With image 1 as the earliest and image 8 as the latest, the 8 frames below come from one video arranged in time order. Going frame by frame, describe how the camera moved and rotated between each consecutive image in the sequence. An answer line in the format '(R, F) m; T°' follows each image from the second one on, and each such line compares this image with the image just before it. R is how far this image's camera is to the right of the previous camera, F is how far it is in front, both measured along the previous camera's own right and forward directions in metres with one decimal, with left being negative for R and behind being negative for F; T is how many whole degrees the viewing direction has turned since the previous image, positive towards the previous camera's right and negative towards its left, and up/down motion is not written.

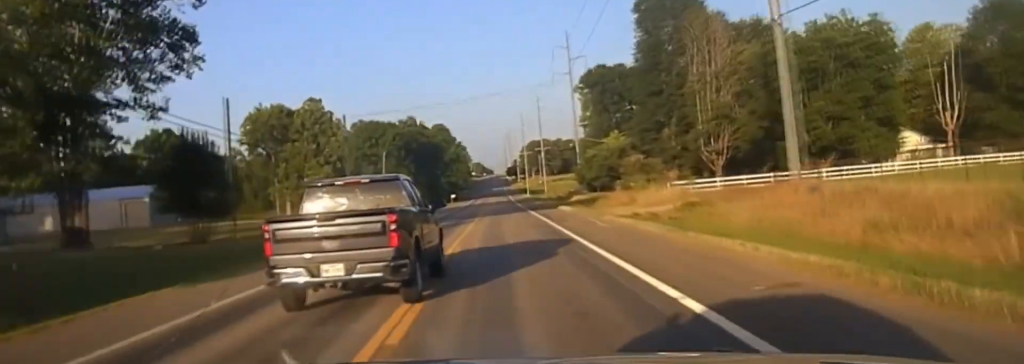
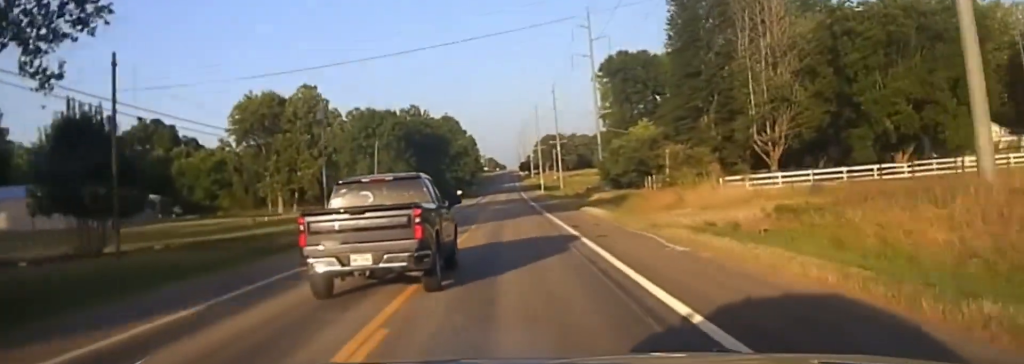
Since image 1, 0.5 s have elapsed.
(-0.1, +13.7) m; -1°
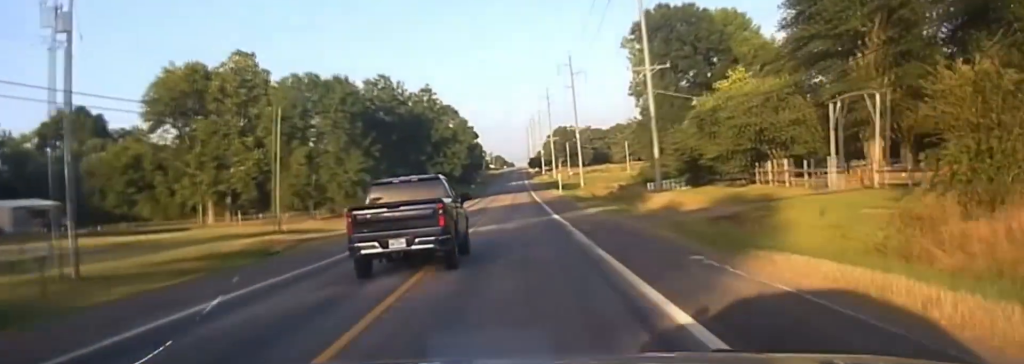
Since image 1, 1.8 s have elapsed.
(-0.7, +41.3) m; 0°
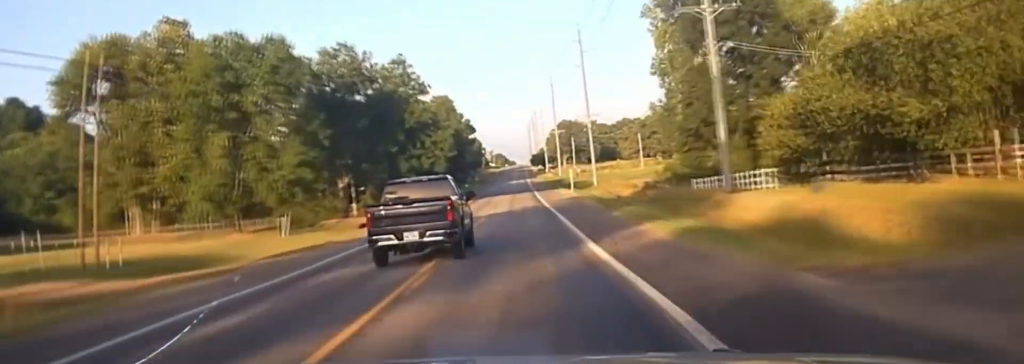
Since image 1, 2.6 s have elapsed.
(+0.2, +24.7) m; 0°
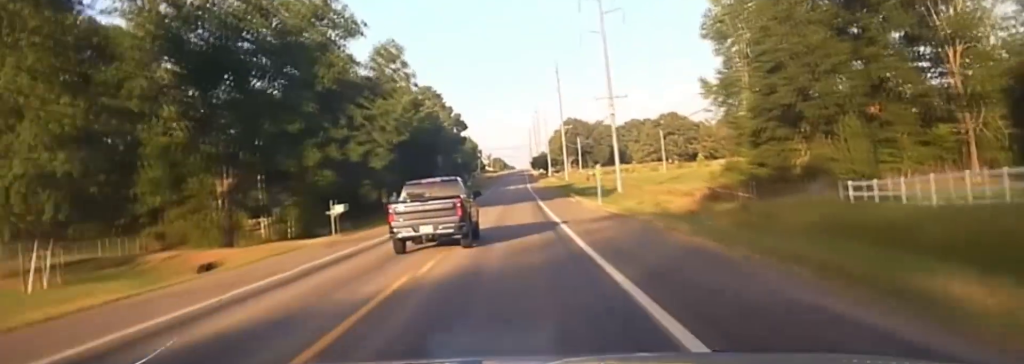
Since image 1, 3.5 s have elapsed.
(0.0, +32.4) m; 0°
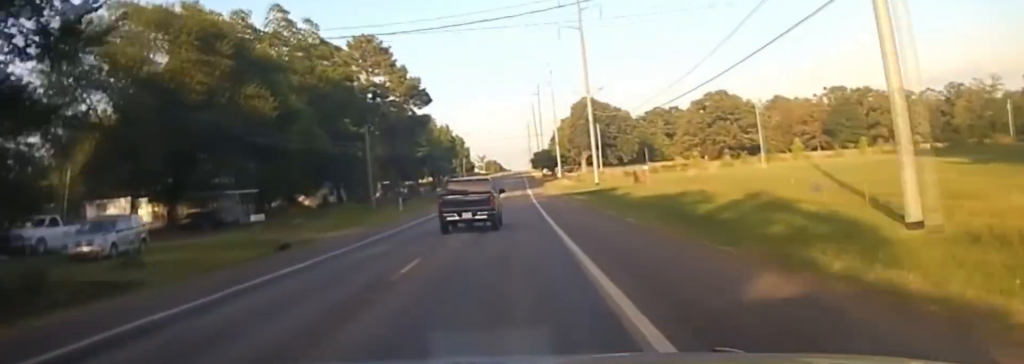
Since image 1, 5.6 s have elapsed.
(-0.1, +74.7) m; 0°
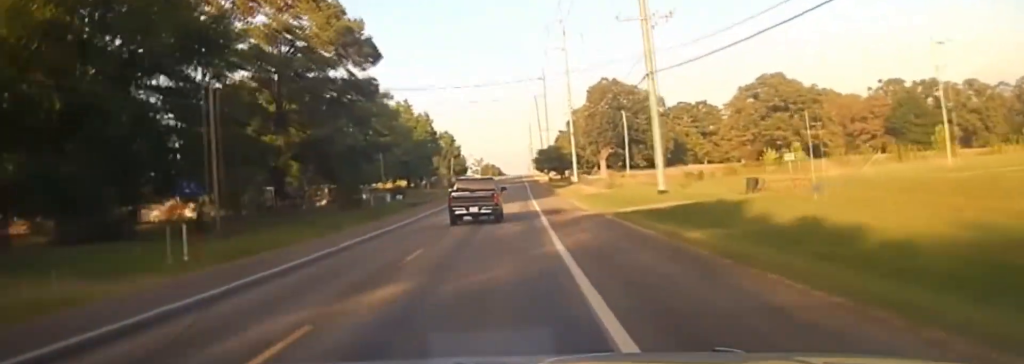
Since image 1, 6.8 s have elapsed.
(-0.1, +45.1) m; 0°
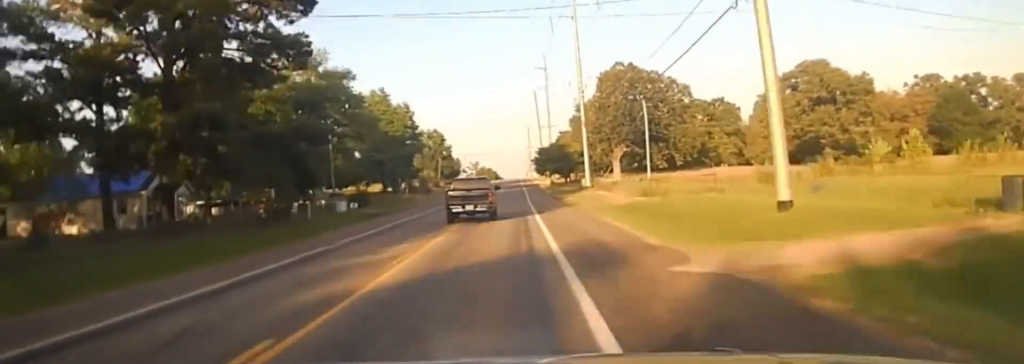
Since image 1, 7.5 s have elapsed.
(0.0, +25.7) m; 0°
